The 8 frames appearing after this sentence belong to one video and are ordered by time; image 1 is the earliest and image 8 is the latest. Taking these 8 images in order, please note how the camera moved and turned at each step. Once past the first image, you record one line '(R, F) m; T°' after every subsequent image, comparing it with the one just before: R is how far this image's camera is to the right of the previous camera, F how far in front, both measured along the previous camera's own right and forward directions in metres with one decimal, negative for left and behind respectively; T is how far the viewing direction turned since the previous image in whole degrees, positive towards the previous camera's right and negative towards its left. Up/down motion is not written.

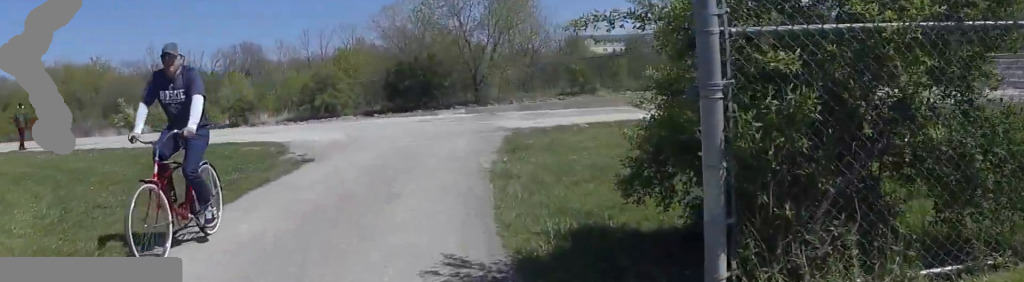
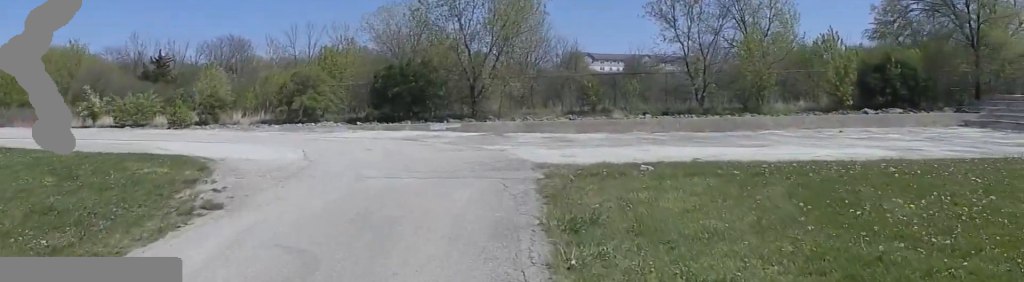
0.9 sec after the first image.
(+0.9, +3.0) m; +19°
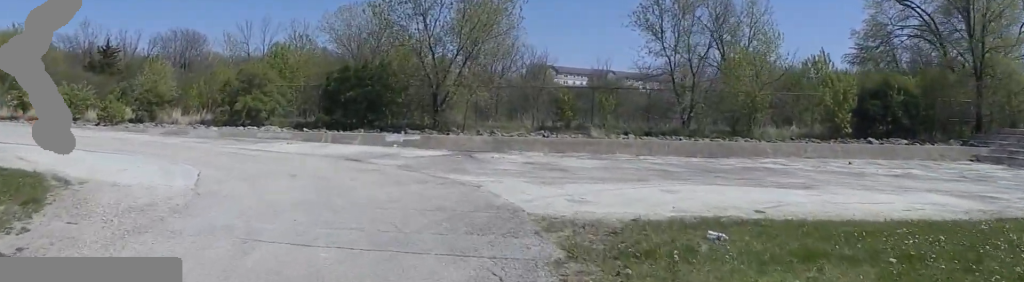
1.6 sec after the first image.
(+0.7, +3.1) m; +5°
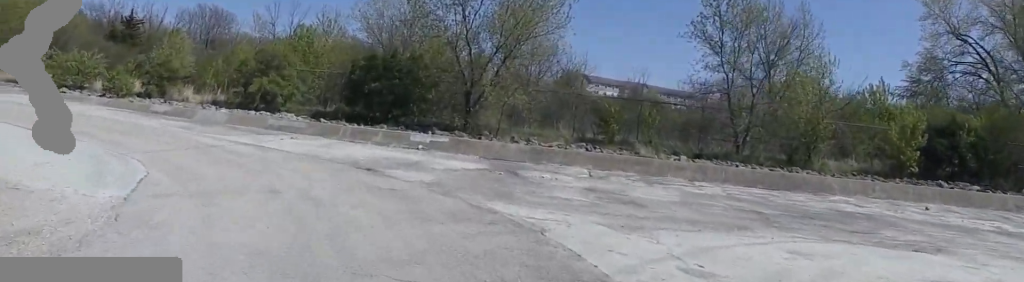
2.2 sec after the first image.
(-0.5, +2.5) m; -9°
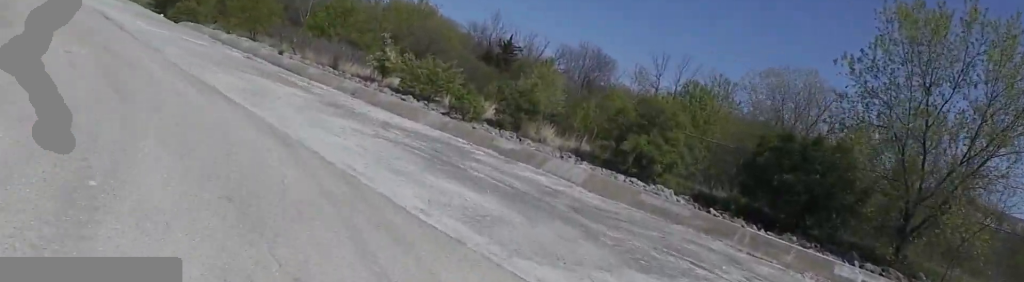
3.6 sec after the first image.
(-0.5, +6.7) m; -11°
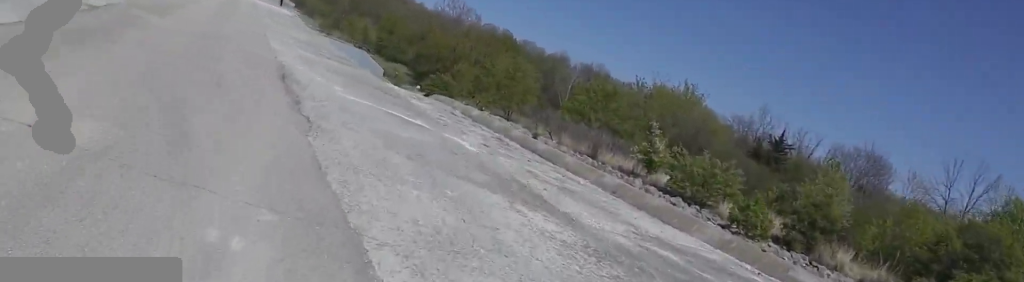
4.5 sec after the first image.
(-0.1, +3.9) m; -21°
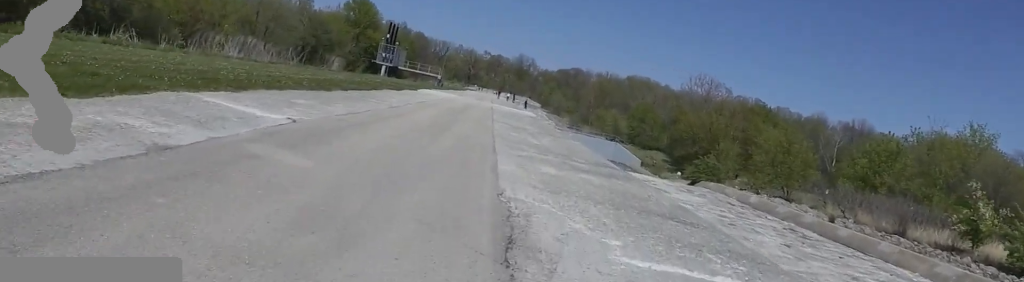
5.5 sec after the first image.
(-1.5, +4.3) m; -13°
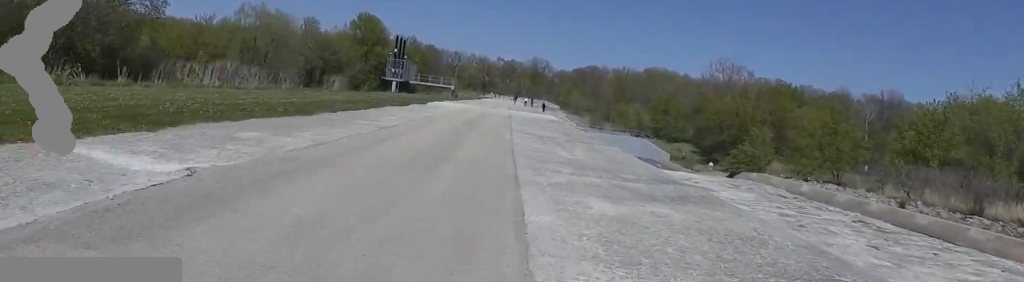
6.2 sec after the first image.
(+0.4, +3.6) m; +4°
